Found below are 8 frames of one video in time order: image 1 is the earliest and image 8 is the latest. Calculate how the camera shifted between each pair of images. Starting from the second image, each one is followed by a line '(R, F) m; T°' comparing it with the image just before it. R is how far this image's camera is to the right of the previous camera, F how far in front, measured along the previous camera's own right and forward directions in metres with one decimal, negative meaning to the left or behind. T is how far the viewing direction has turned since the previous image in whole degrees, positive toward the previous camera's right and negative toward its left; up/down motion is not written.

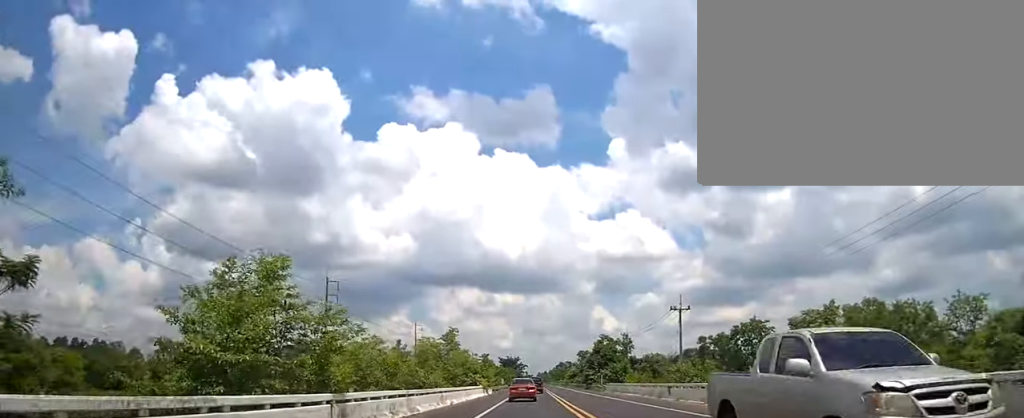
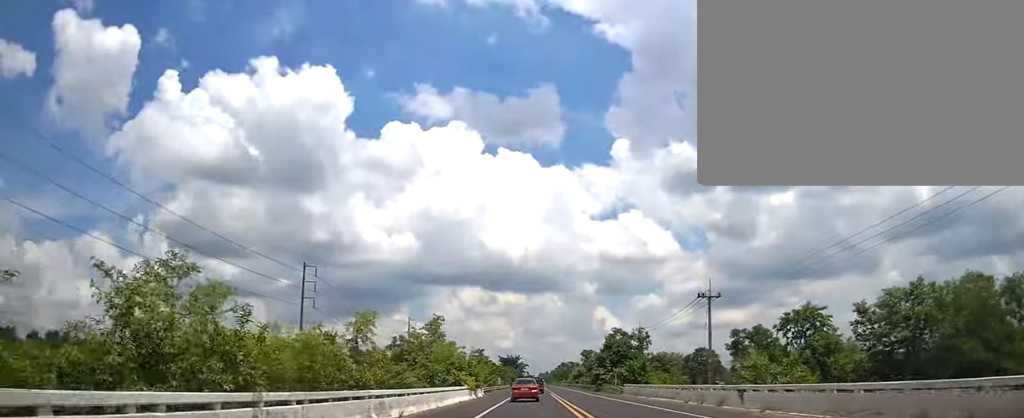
(+0.1, +11.5) m; 0°
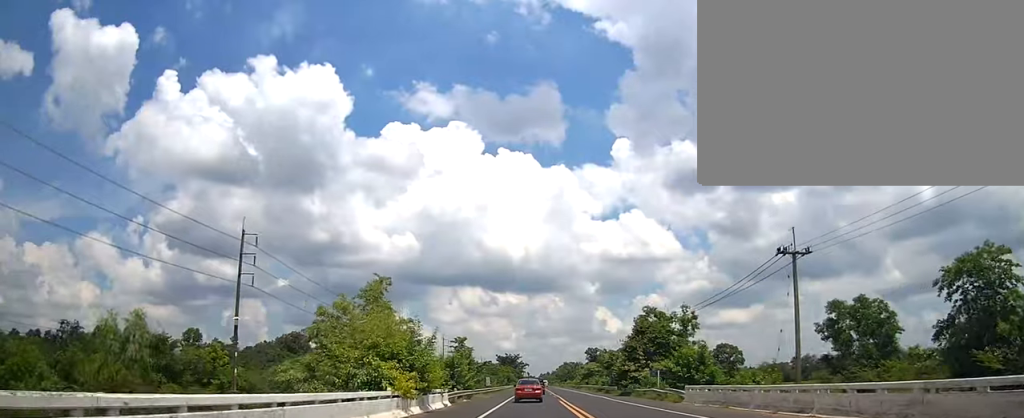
(-0.3, +20.5) m; 0°
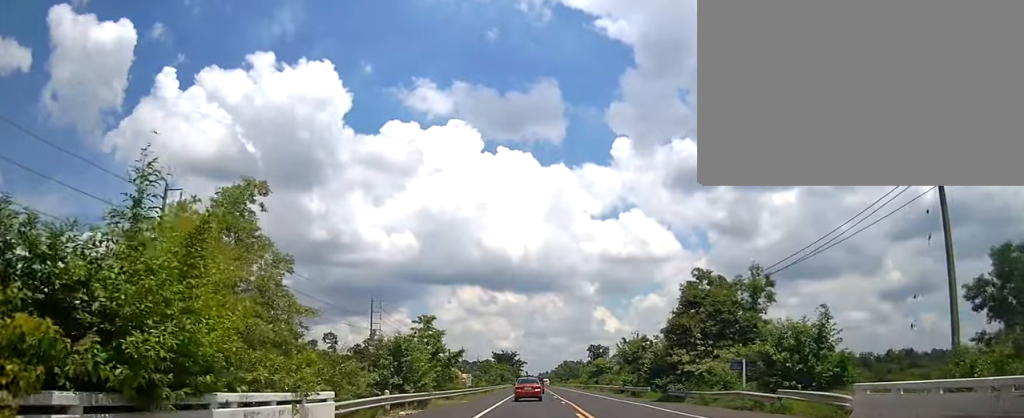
(+0.3, +16.5) m; +2°
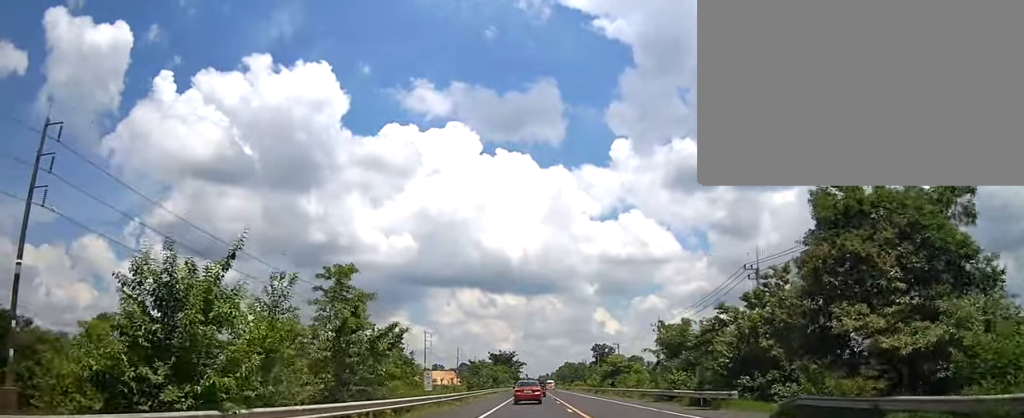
(+0.1, +17.3) m; 0°
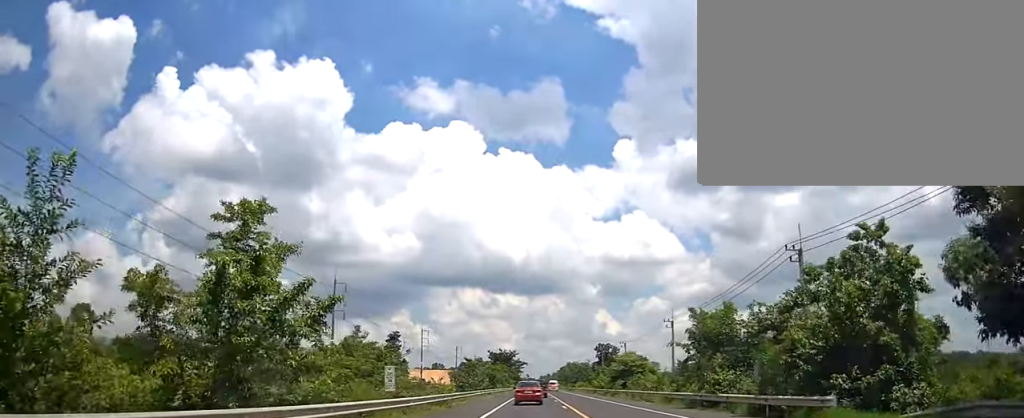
(0.0, +7.8) m; 0°
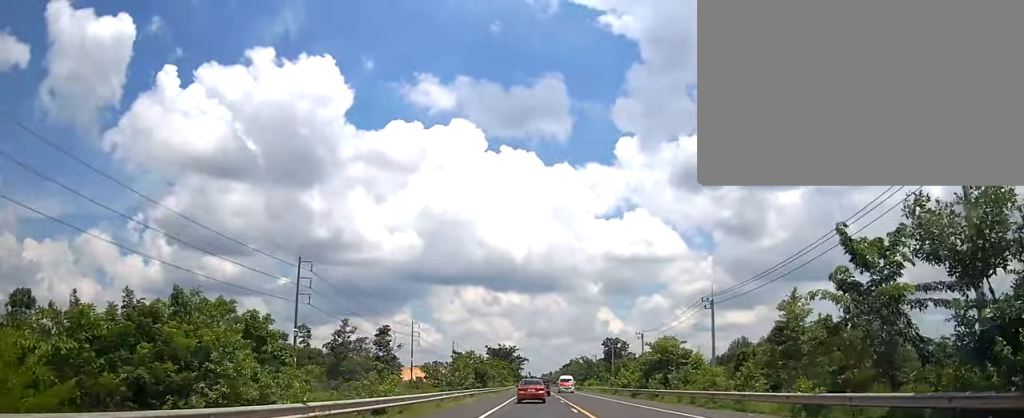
(-0.1, +17.7) m; 0°
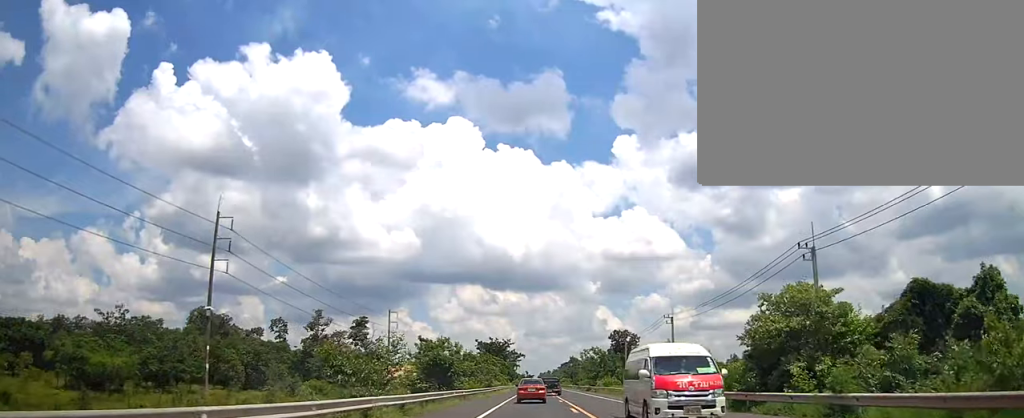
(+0.1, +24.2) m; -2°
